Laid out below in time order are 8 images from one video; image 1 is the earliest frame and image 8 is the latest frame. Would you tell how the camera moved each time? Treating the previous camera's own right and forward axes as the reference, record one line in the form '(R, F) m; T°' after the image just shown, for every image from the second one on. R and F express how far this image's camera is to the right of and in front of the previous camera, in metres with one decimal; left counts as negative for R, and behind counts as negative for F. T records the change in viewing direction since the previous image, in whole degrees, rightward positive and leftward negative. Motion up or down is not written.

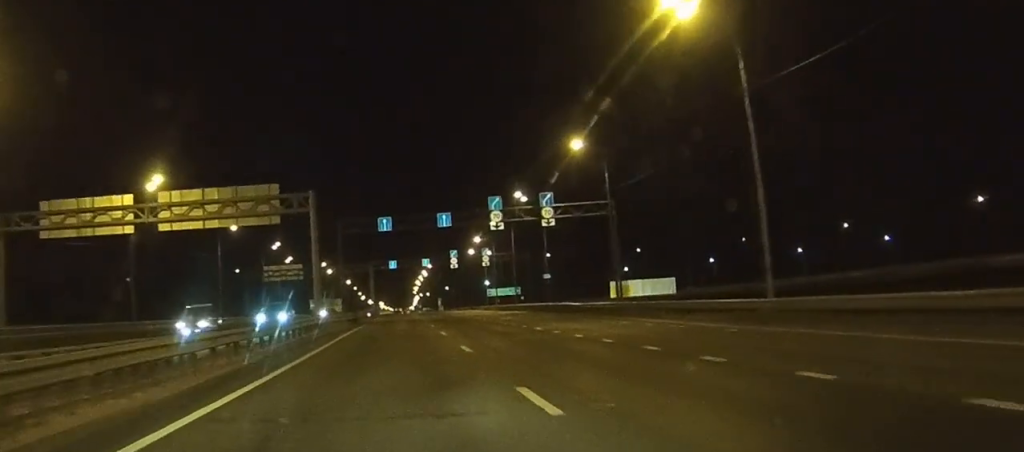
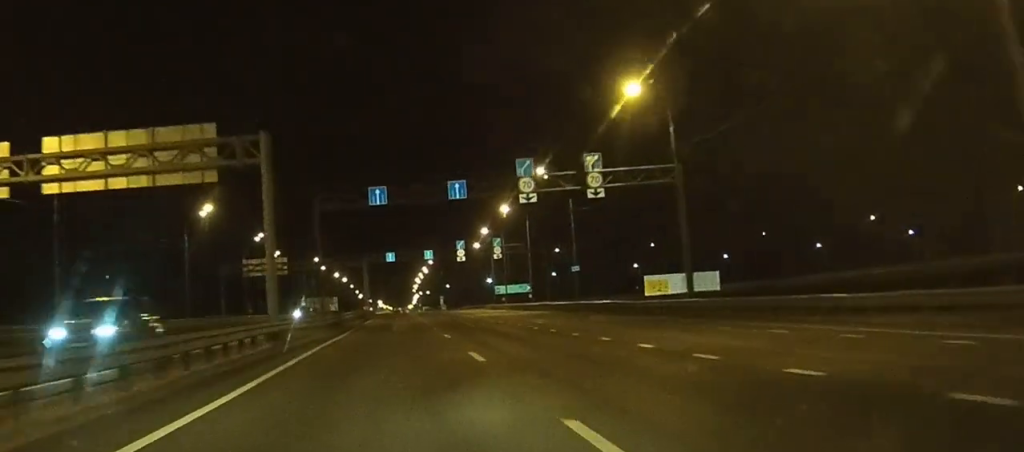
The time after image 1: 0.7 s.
(0.0, +15.1) m; -1°
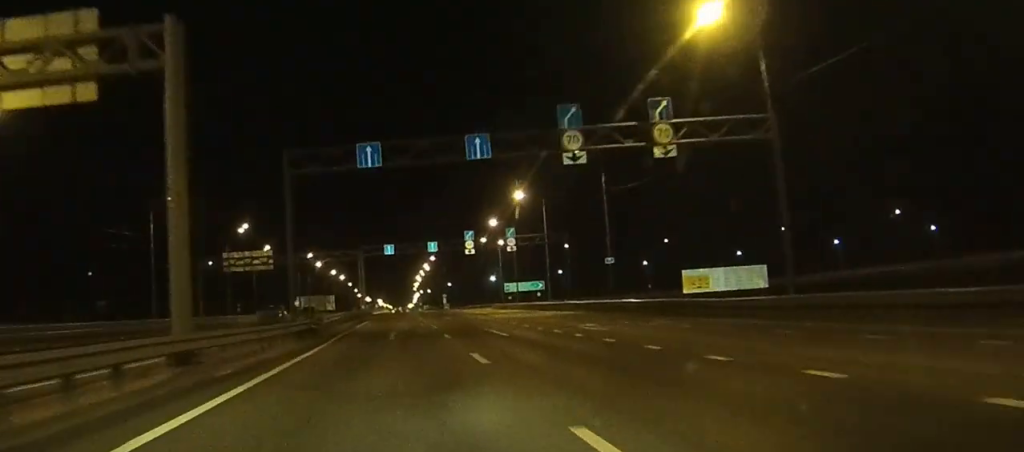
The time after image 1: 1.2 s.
(-0.2, +12.2) m; -1°
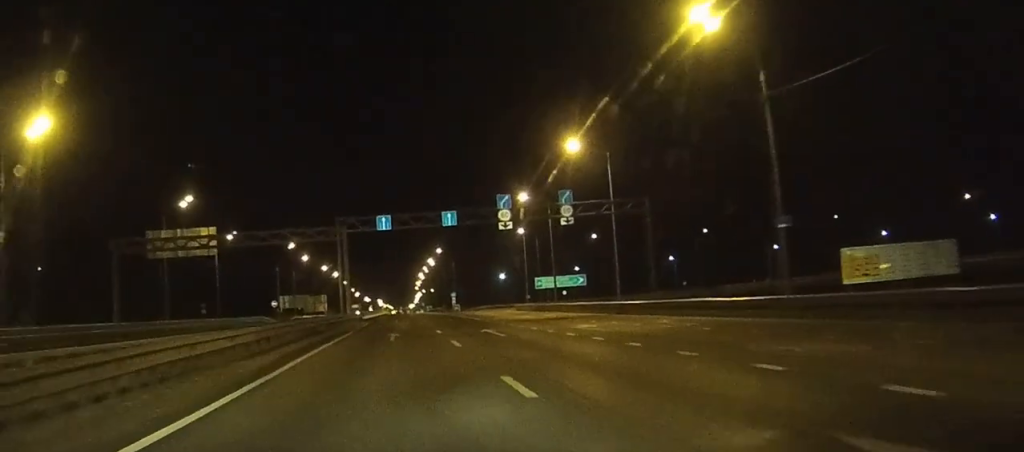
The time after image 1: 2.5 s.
(-0.2, +29.3) m; 0°
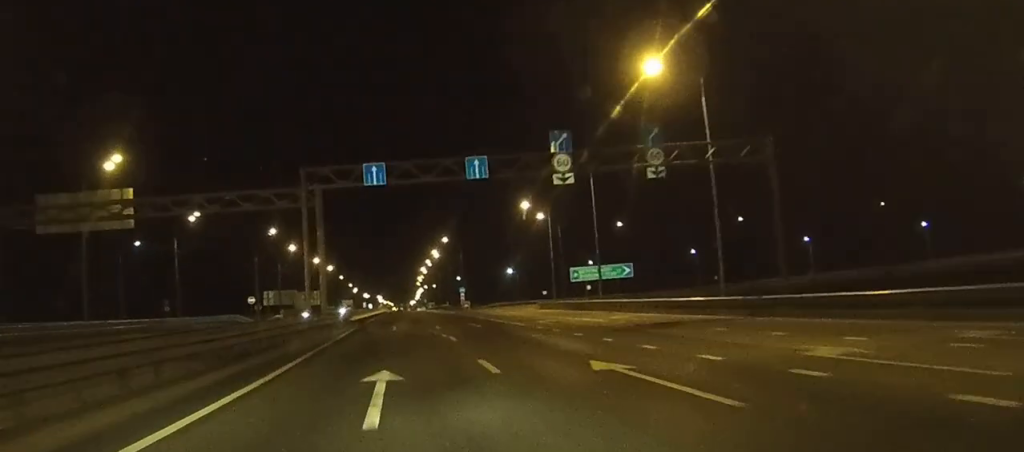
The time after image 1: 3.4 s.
(0.0, +21.0) m; 0°
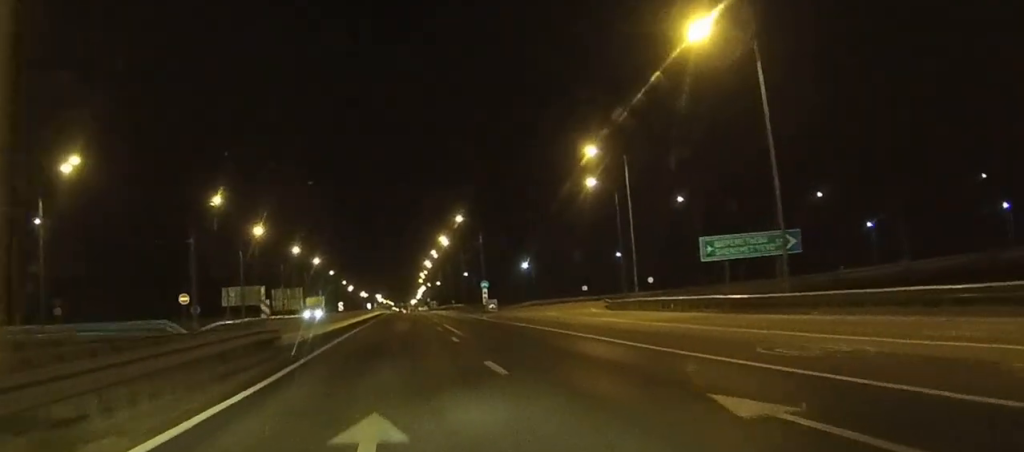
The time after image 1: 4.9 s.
(-0.2, +35.9) m; 0°
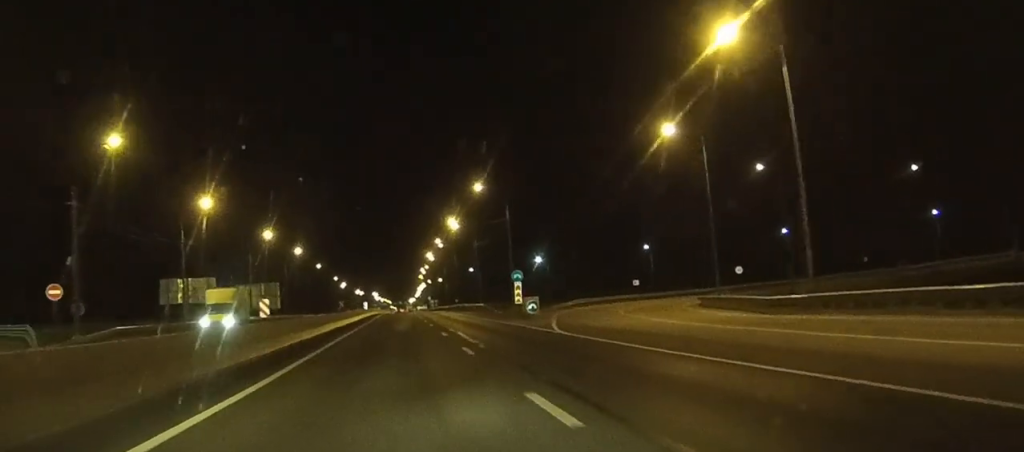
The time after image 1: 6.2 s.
(0.0, +29.6) m; 0°
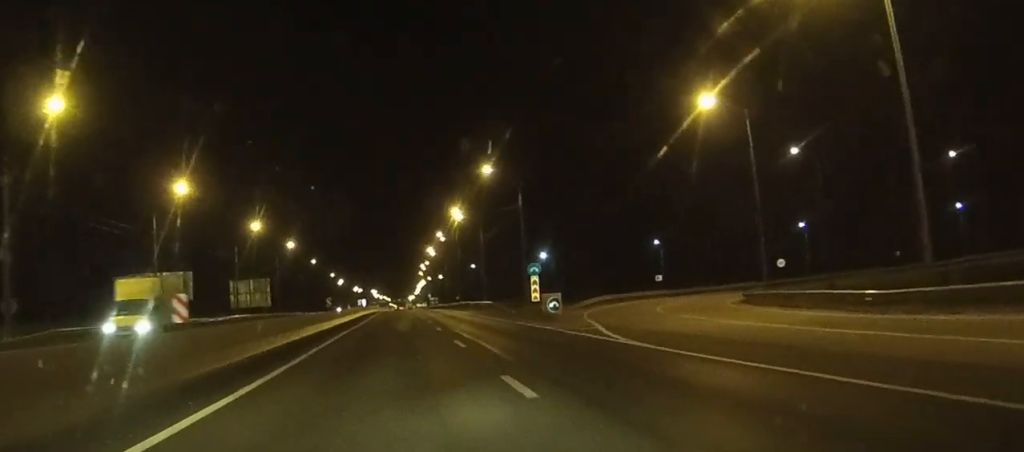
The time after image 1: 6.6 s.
(0.0, +9.4) m; 0°
